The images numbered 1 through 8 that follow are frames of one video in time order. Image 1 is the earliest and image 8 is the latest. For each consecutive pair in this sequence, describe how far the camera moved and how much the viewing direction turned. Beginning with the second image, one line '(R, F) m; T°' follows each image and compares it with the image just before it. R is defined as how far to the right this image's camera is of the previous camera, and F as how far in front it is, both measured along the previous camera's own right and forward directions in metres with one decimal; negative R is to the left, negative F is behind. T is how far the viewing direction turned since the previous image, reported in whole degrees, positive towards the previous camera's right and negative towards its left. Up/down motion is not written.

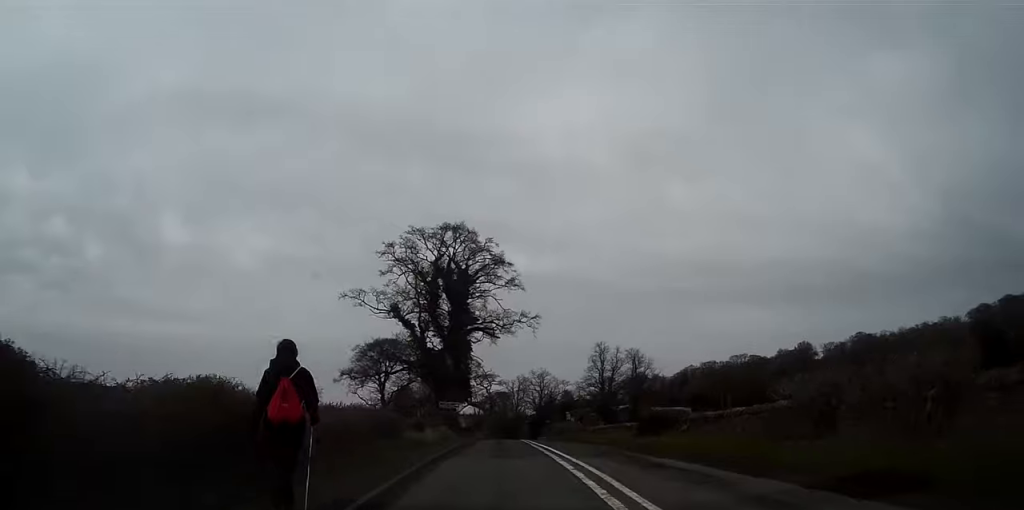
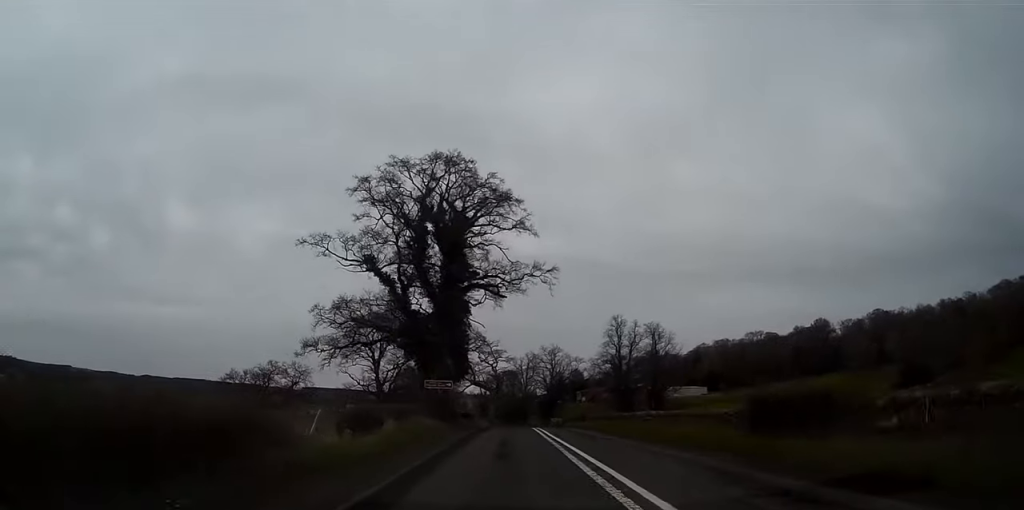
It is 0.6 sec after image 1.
(+0.1, +14.3) m; 0°
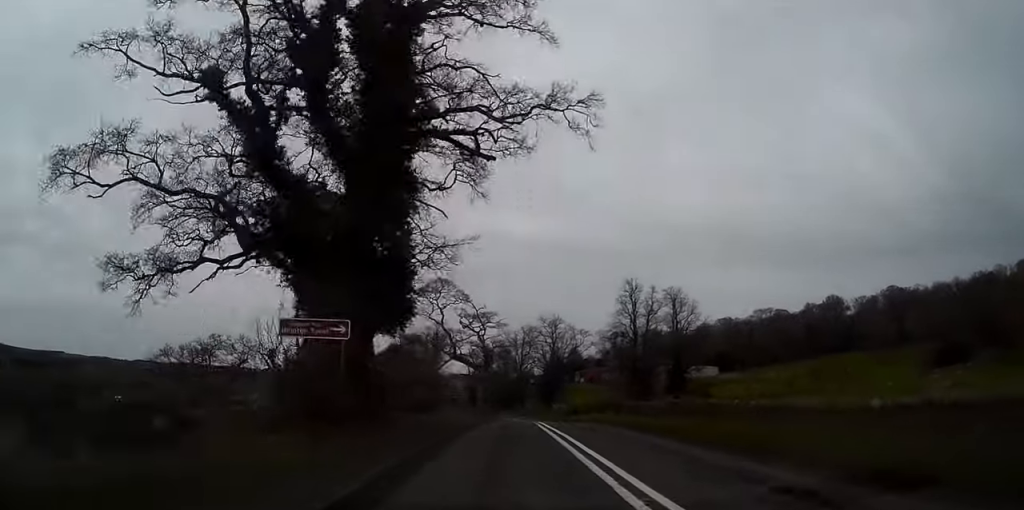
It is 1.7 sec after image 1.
(0.0, +26.0) m; 0°
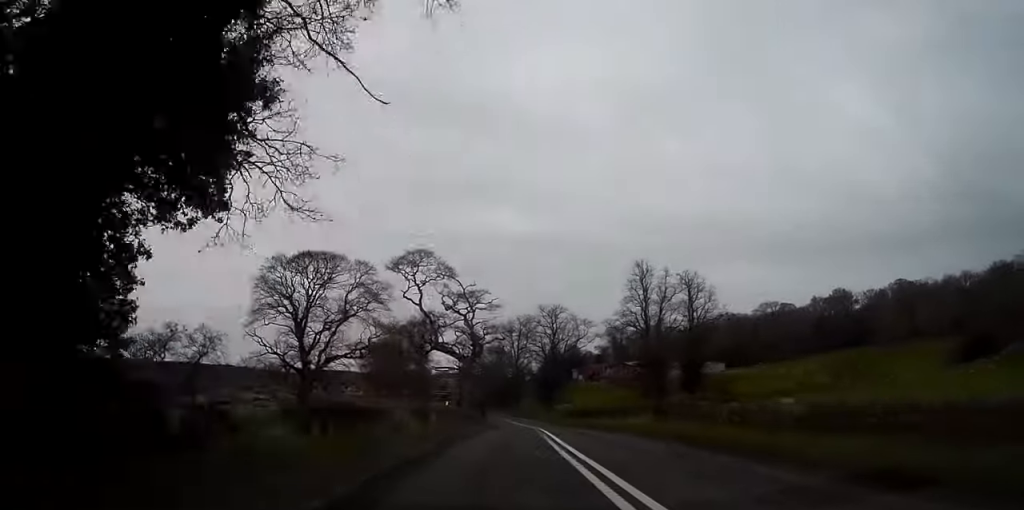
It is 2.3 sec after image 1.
(0.0, +14.8) m; 0°
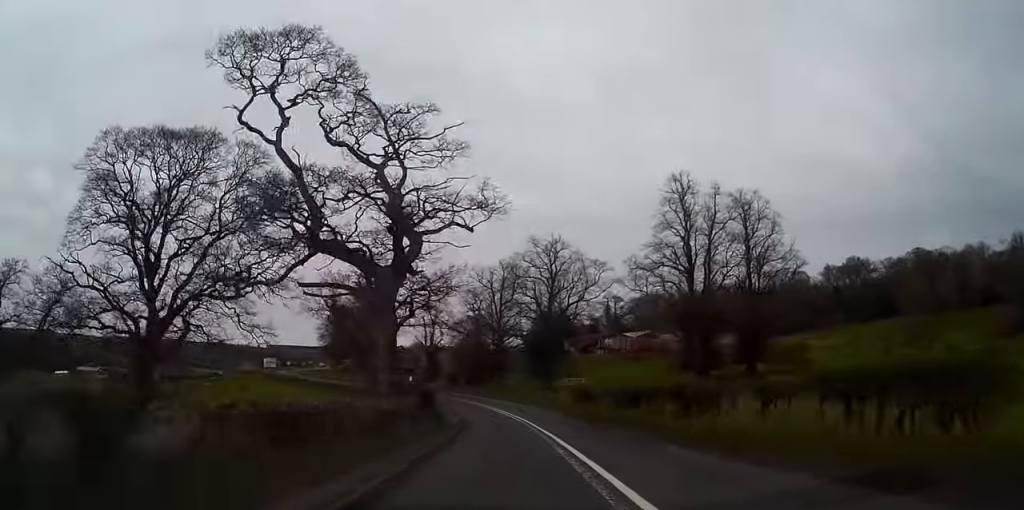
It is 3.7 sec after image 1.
(+0.3, +35.7) m; 0°
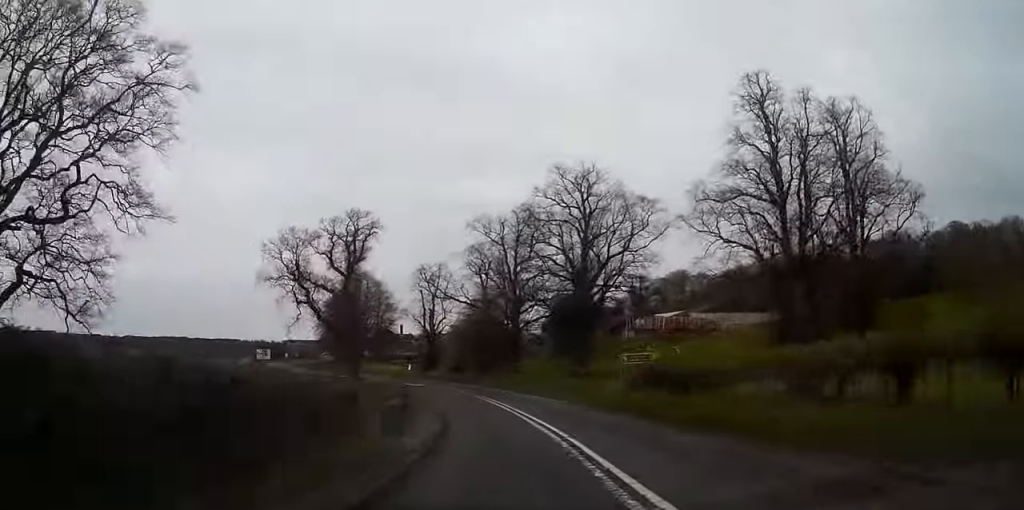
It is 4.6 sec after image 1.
(0.0, +23.4) m; -1°
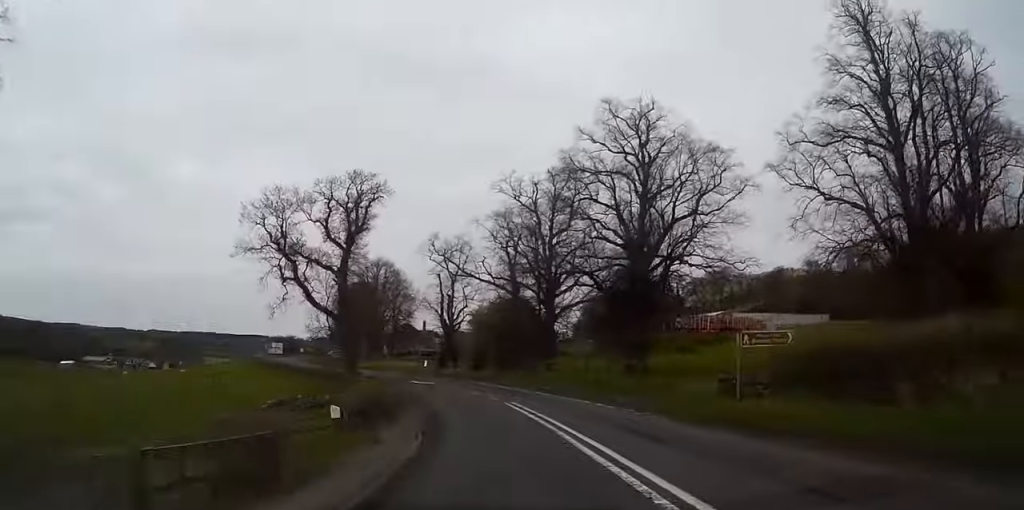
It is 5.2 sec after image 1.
(+0.1, +14.2) m; -2°
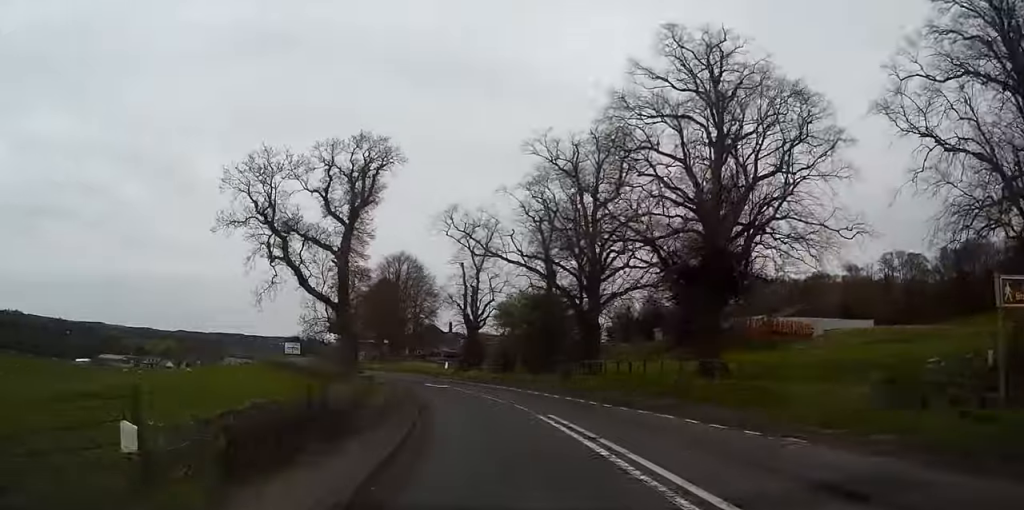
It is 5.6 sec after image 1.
(-0.3, +10.8) m; -2°
